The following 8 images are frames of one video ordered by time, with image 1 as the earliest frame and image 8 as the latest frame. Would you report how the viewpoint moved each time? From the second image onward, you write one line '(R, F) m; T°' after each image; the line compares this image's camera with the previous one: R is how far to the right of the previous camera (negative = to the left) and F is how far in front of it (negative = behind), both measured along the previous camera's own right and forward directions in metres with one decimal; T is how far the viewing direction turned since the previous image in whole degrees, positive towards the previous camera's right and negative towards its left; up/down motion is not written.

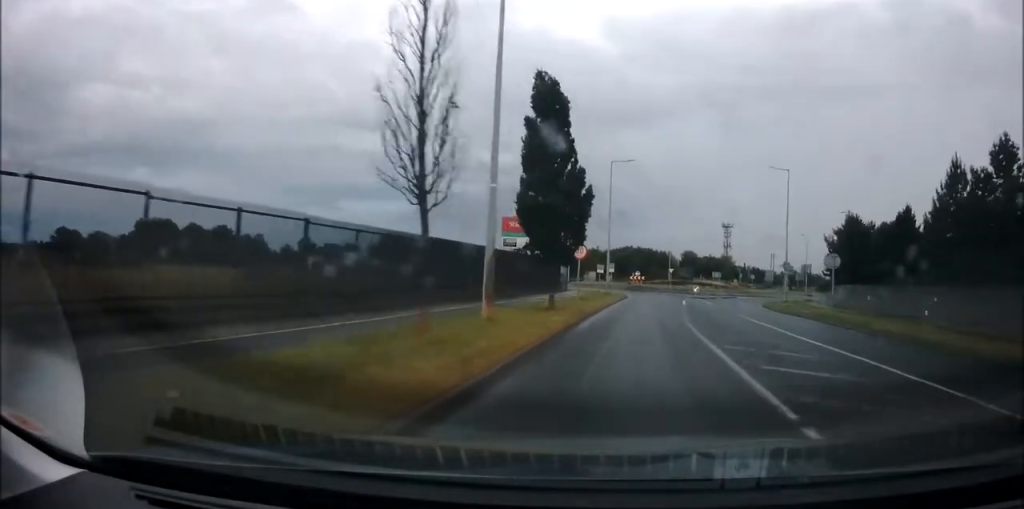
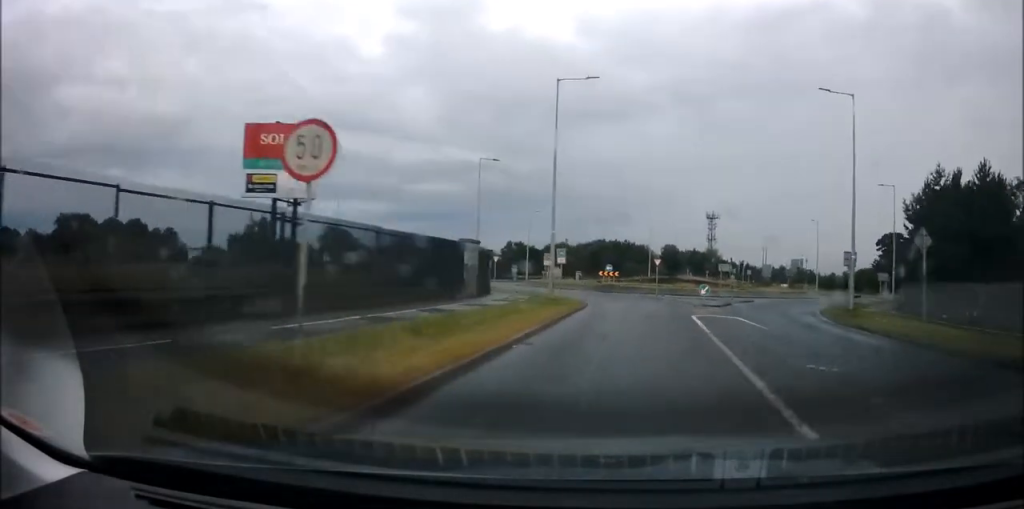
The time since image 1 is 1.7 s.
(+0.3, +20.3) m; +1°
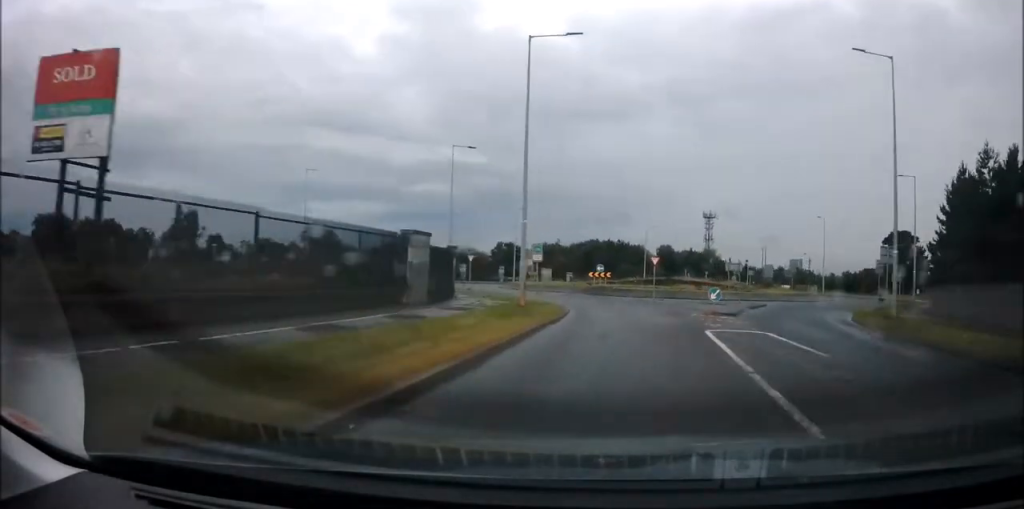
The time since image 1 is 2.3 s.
(0.0, +5.9) m; 0°
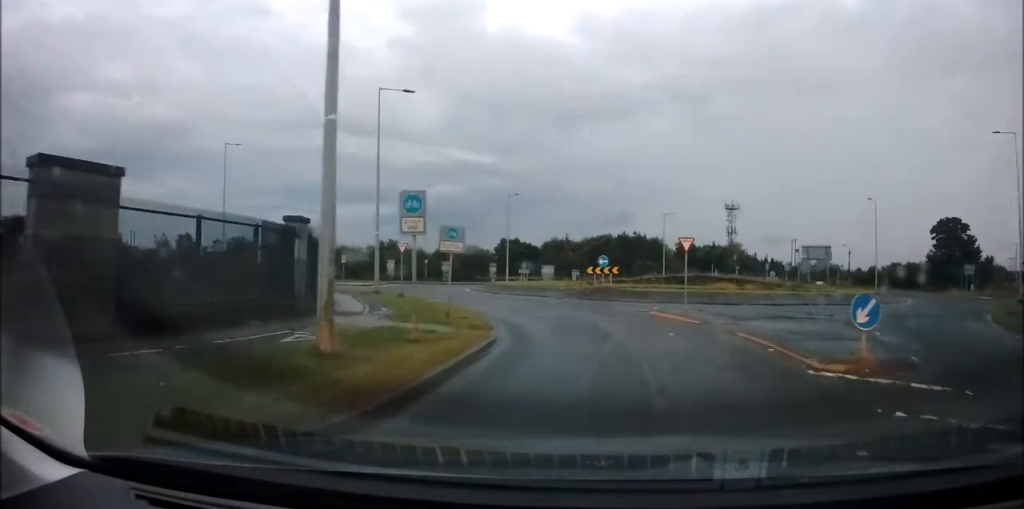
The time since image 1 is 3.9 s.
(+0.2, +15.2) m; -4°
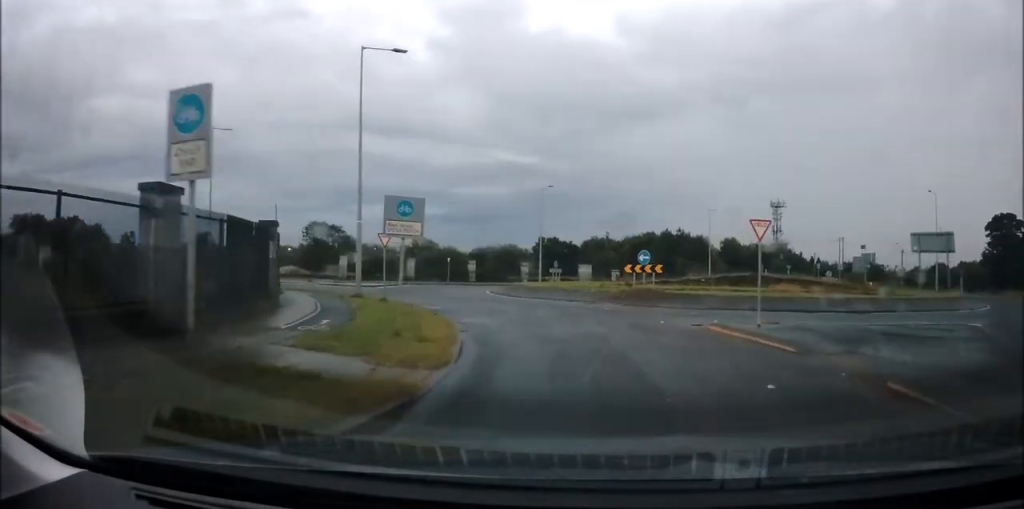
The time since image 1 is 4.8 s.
(-0.7, +6.8) m; -6°
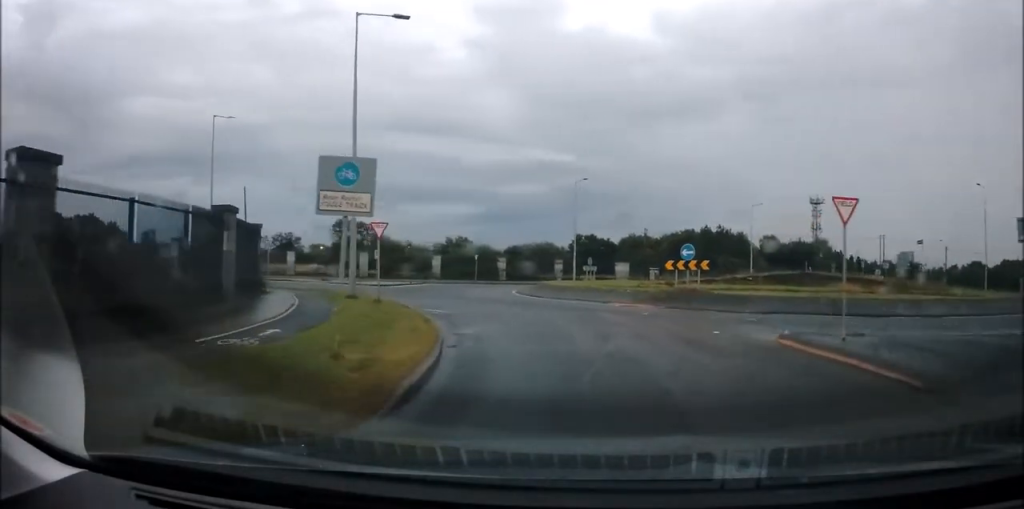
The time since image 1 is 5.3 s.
(-0.1, +4.1) m; -5°
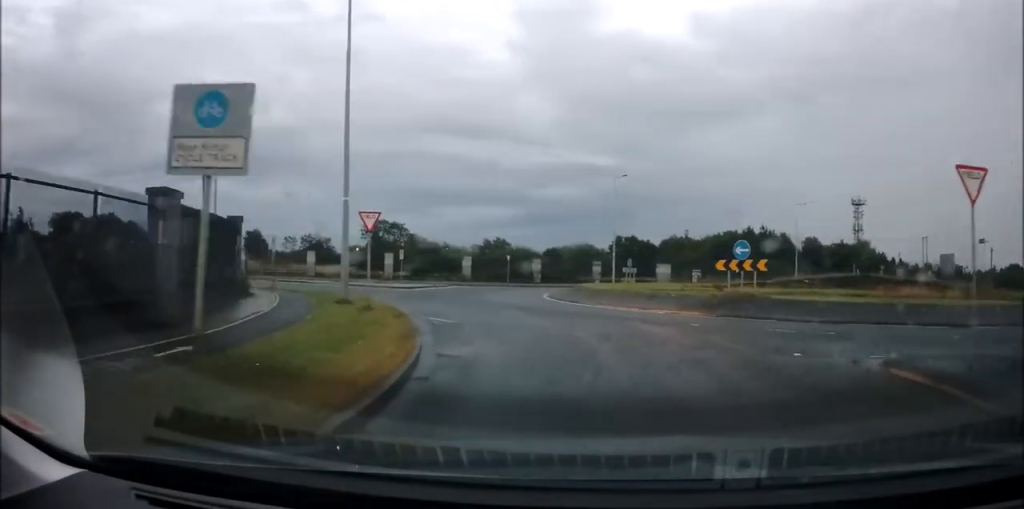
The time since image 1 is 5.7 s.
(+0.1, +3.8) m; -5°
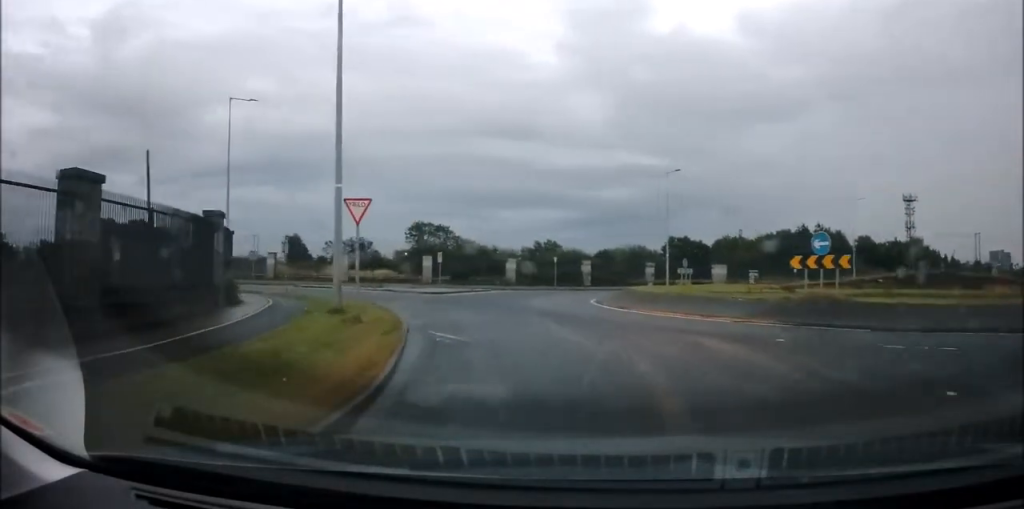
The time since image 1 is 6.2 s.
(-0.2, +3.8) m; -6°
